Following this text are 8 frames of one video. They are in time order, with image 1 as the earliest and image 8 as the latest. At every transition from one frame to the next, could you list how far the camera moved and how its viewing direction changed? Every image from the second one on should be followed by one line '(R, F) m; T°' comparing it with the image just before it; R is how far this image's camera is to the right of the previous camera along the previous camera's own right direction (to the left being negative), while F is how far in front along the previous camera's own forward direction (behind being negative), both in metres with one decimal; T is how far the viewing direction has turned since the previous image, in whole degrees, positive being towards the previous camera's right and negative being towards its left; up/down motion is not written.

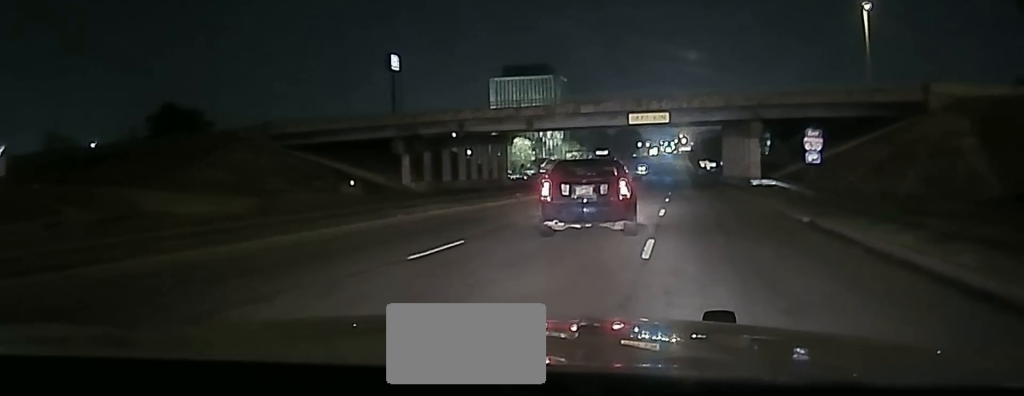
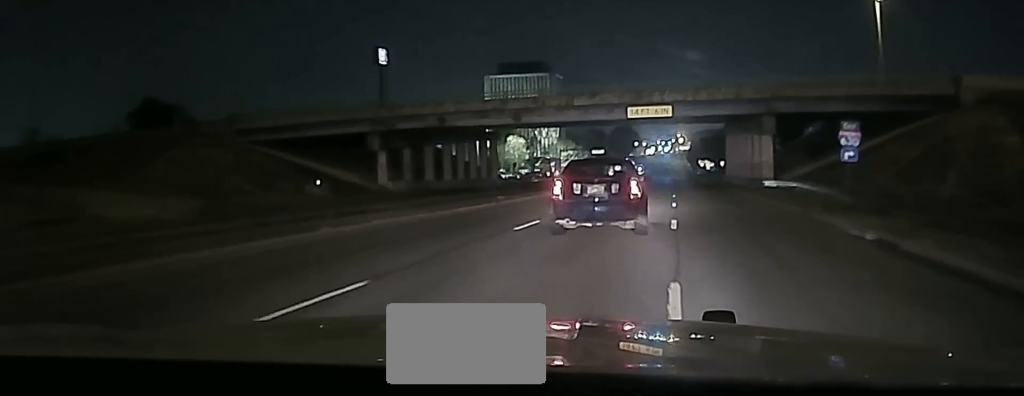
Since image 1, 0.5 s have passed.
(+0.1, +6.1) m; +1°
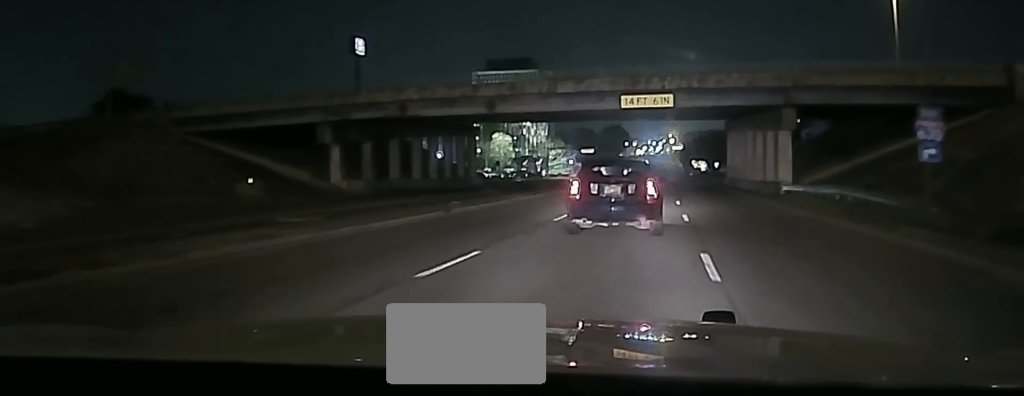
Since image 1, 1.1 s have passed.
(+0.1, +7.5) m; +1°
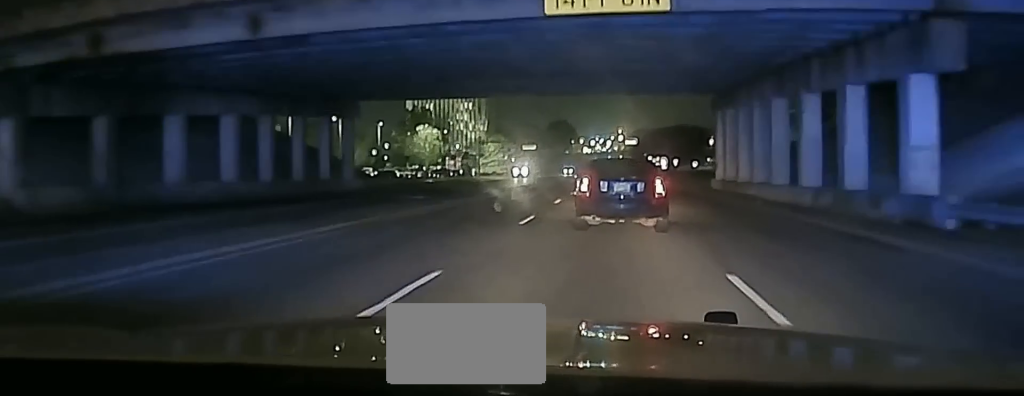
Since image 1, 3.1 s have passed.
(-0.3, +26.1) m; 0°
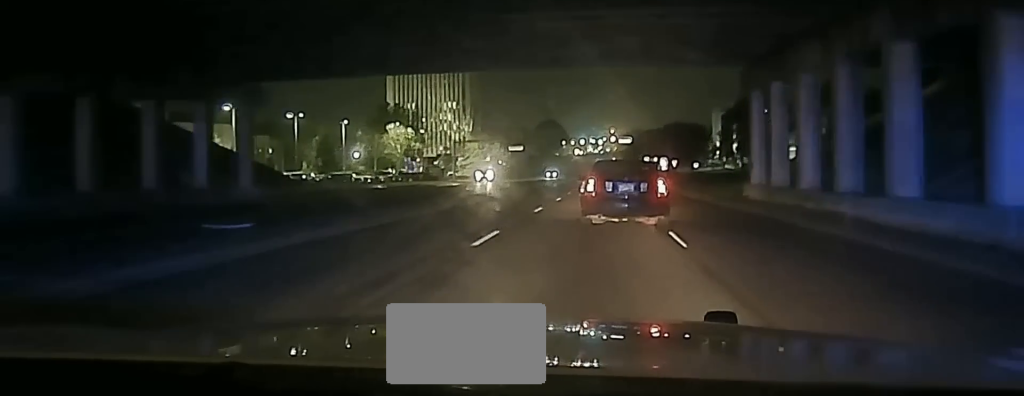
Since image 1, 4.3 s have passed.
(+0.3, +17.6) m; 0°
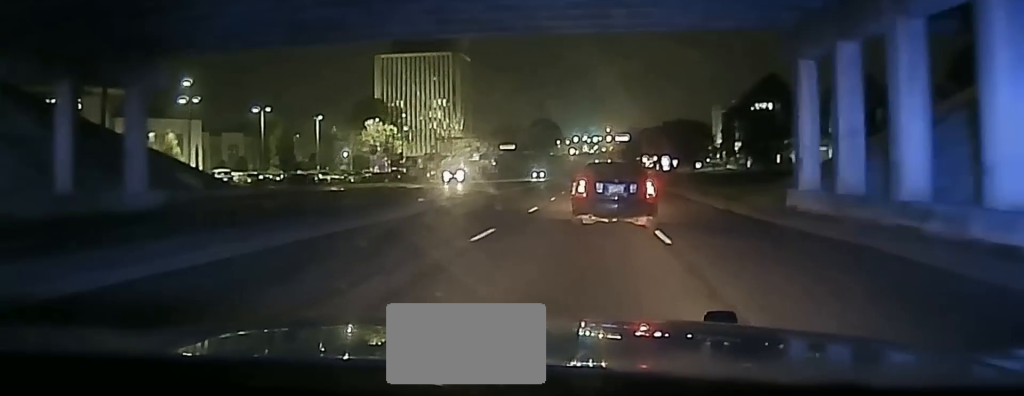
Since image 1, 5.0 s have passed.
(-0.1, +12.1) m; -2°
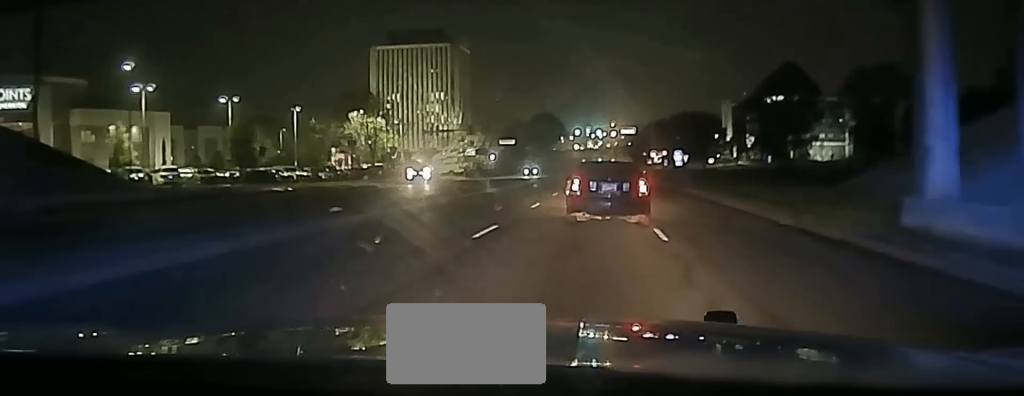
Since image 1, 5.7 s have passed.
(-0.3, +14.1) m; 0°
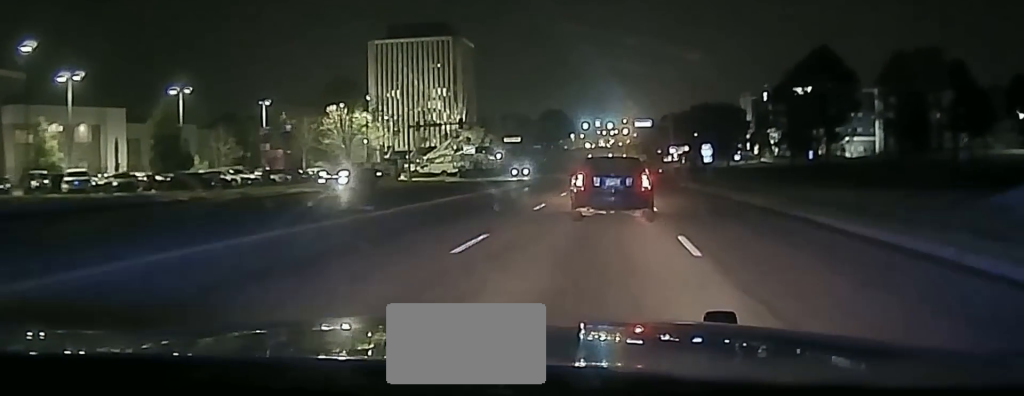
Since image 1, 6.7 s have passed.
(+0.2, +18.8) m; +2°
